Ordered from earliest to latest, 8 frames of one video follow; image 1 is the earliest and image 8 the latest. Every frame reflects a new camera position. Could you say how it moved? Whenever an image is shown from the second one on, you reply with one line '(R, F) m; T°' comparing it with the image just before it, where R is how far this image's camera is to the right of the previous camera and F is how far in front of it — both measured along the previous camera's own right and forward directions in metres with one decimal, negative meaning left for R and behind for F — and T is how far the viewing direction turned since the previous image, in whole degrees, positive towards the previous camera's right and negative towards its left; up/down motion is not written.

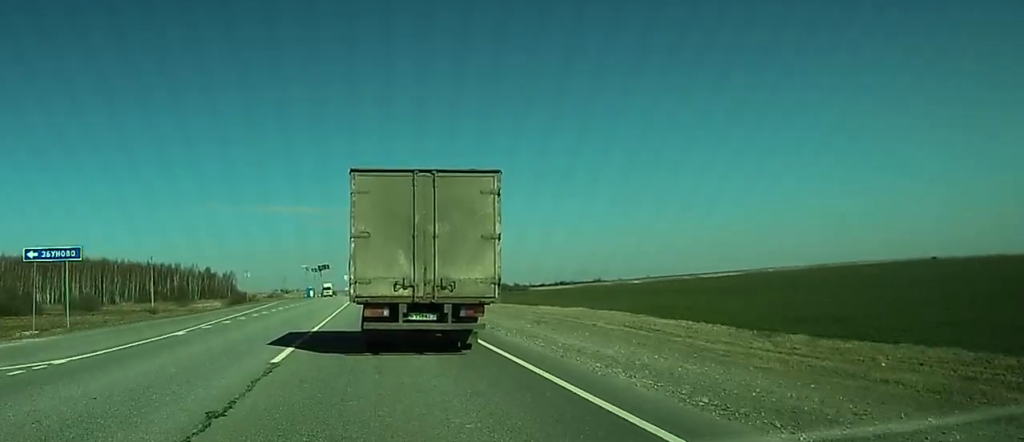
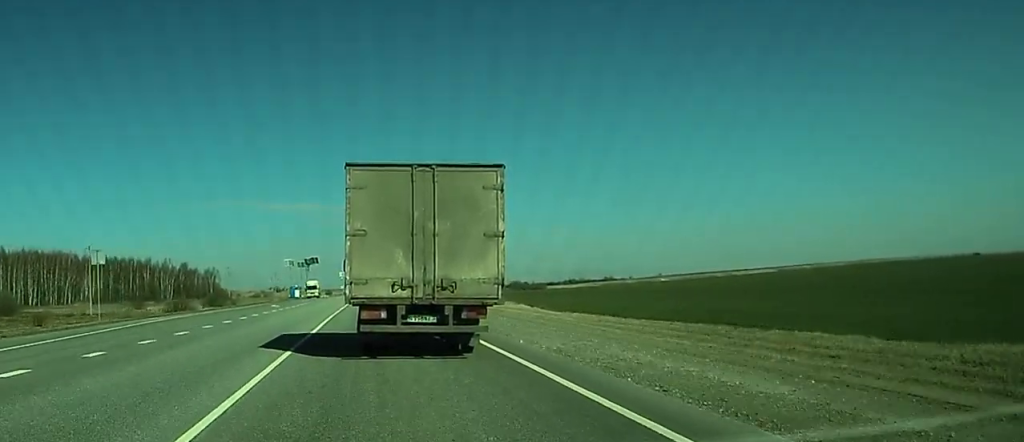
(-0.6, +51.7) m; -2°
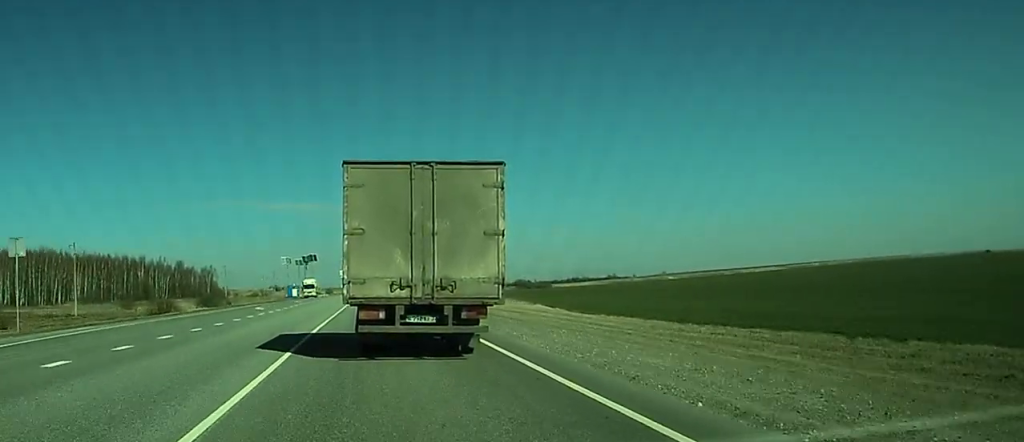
(0.0, +10.1) m; 0°
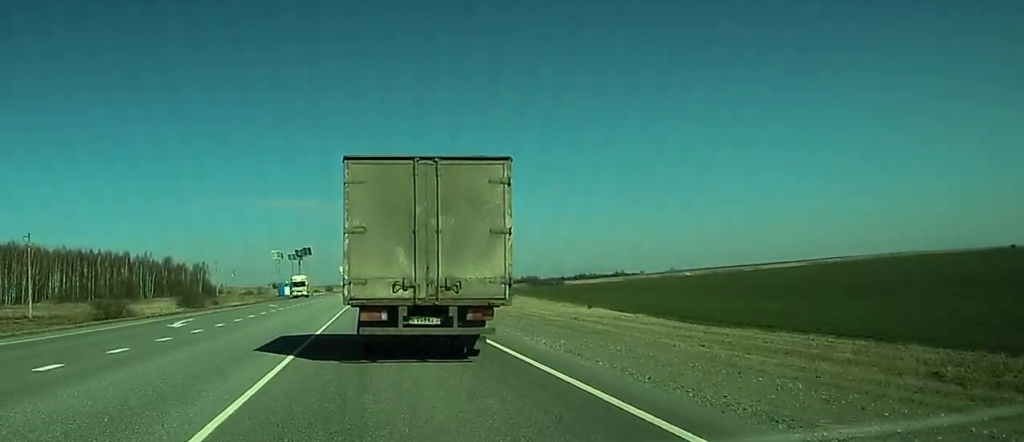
(0.0, +24.4) m; 0°
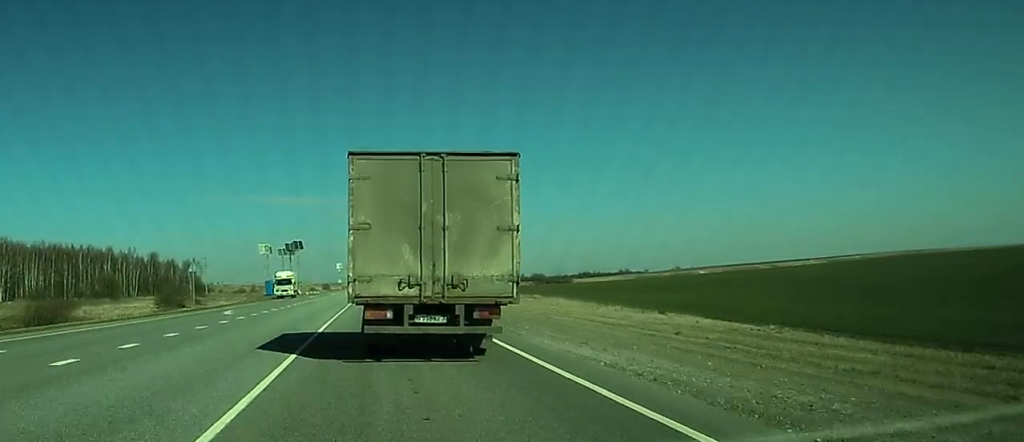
(0.0, +19.4) m; 0°
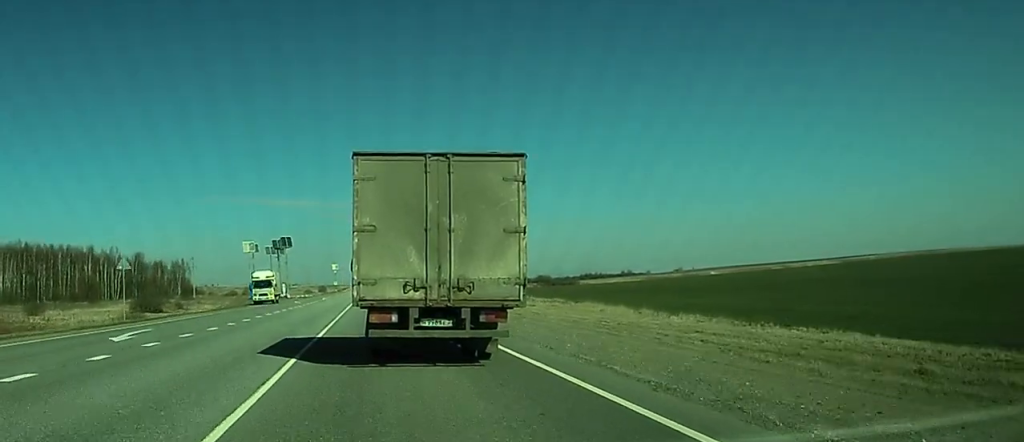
(+0.1, +17.9) m; 0°
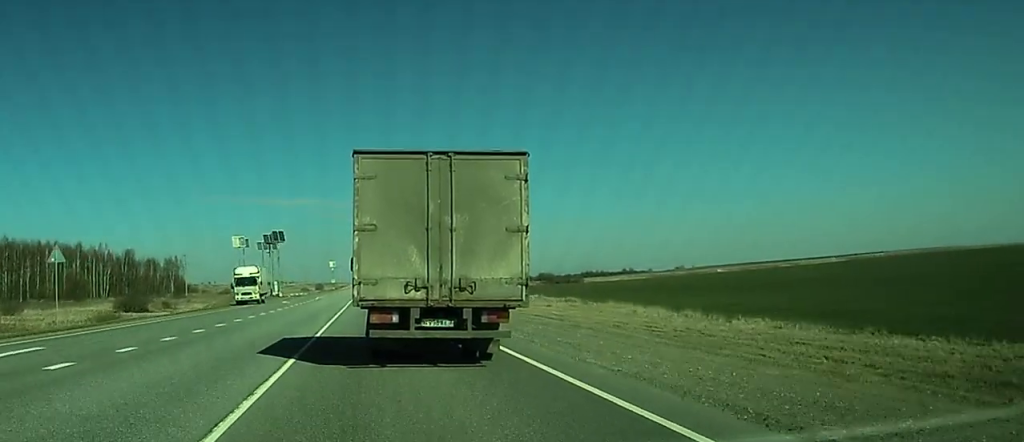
(-0.1, +10.1) m; 0°
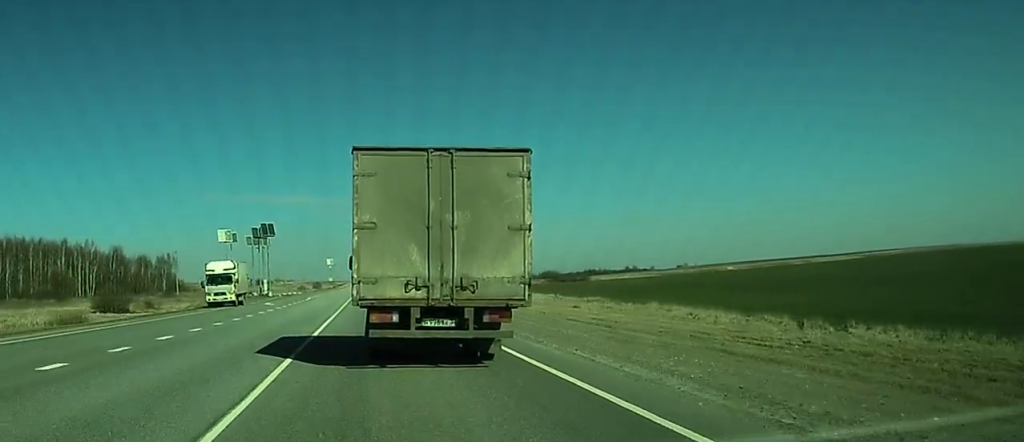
(-0.1, +12.2) m; 0°
